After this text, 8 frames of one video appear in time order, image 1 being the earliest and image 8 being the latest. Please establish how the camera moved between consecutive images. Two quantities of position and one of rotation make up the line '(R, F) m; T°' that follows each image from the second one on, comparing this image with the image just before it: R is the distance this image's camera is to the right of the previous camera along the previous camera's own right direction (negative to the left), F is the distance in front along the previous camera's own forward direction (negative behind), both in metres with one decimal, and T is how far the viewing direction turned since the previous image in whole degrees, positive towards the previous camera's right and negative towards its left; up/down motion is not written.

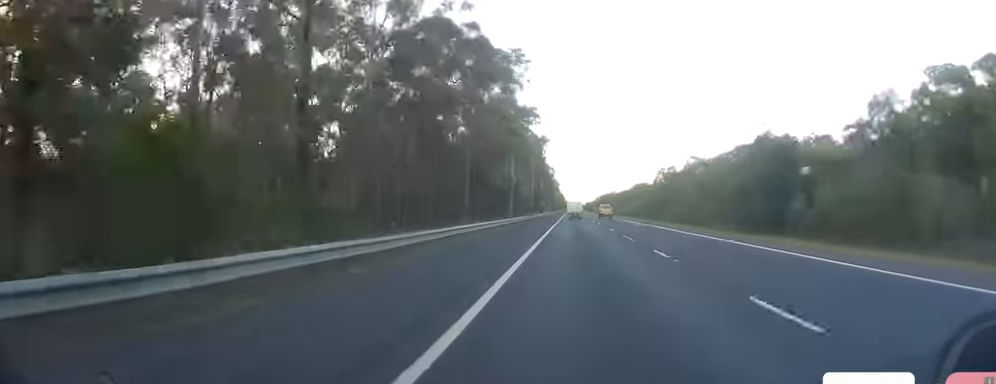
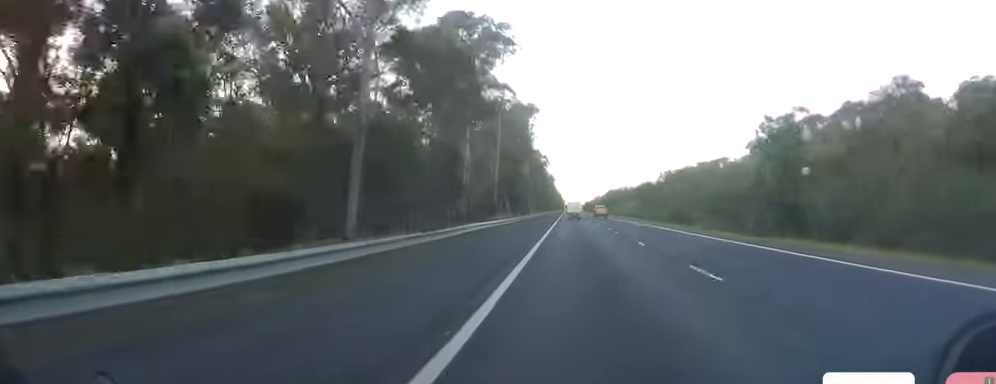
(+0.3, +53.8) m; 0°
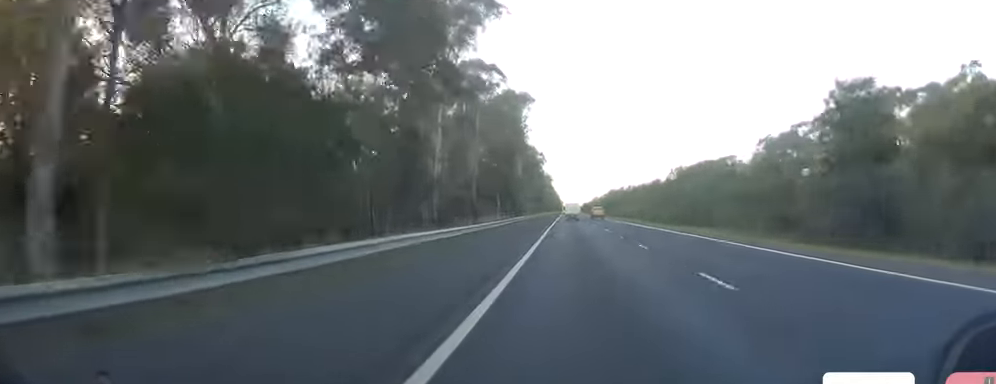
(0.0, +13.2) m; 0°
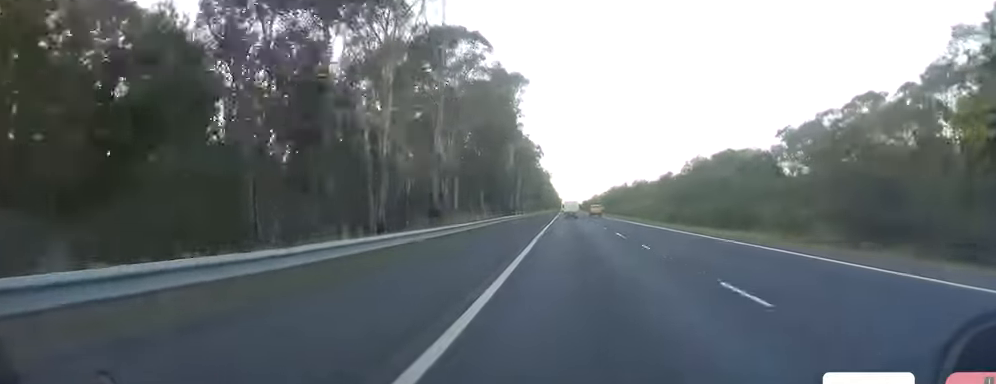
(-0.1, +14.1) m; 0°
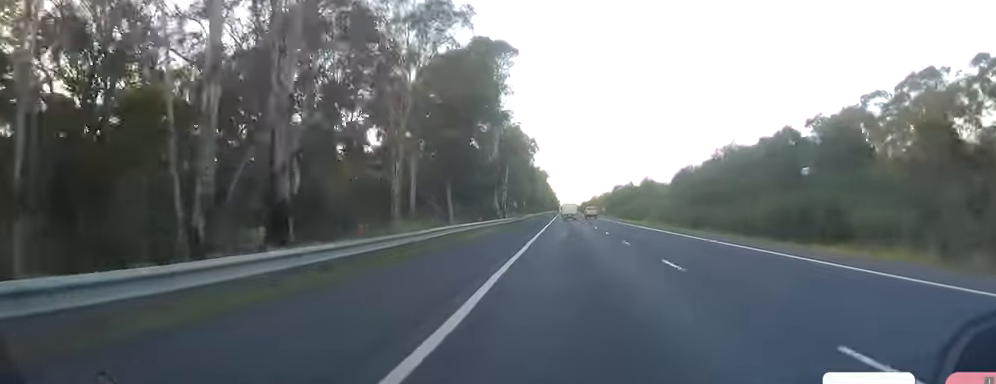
(0.0, +18.9) m; 0°
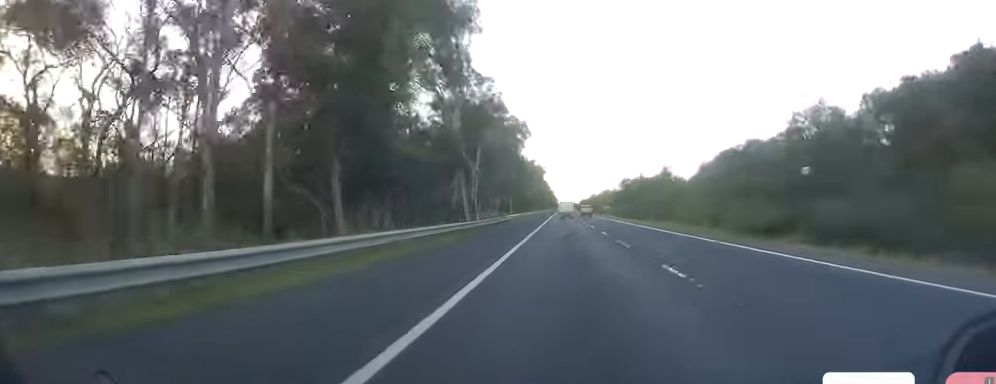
(+0.1, +25.6) m; 0°
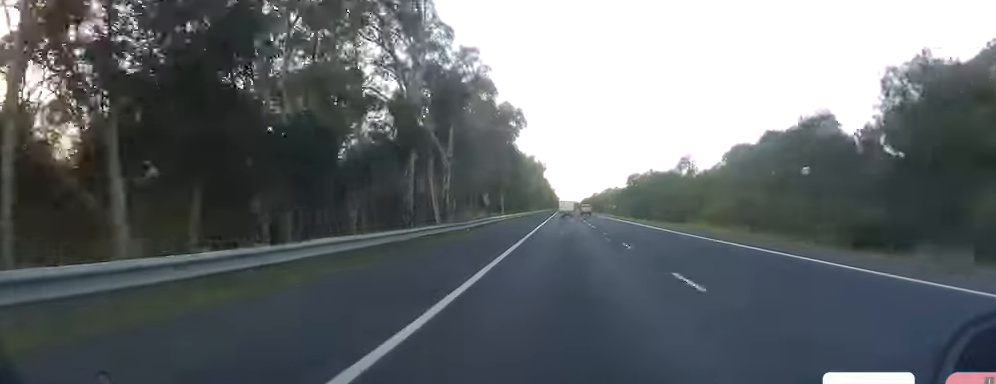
(-0.1, +14.3) m; 0°
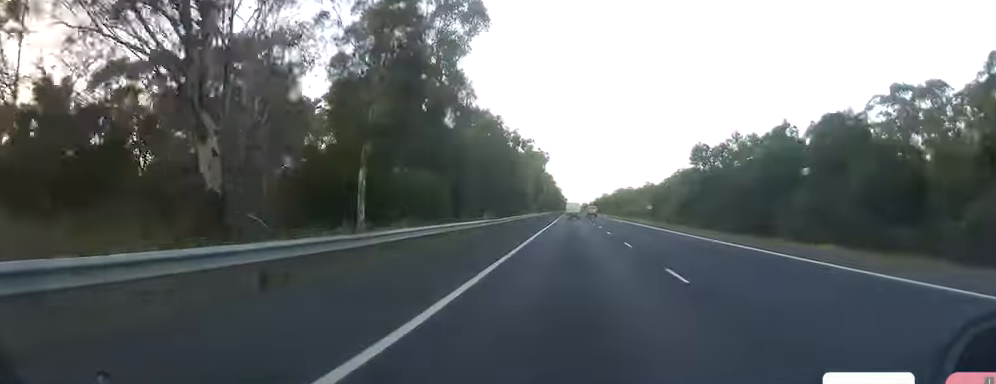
(+0.7, +58.2) m; +1°
